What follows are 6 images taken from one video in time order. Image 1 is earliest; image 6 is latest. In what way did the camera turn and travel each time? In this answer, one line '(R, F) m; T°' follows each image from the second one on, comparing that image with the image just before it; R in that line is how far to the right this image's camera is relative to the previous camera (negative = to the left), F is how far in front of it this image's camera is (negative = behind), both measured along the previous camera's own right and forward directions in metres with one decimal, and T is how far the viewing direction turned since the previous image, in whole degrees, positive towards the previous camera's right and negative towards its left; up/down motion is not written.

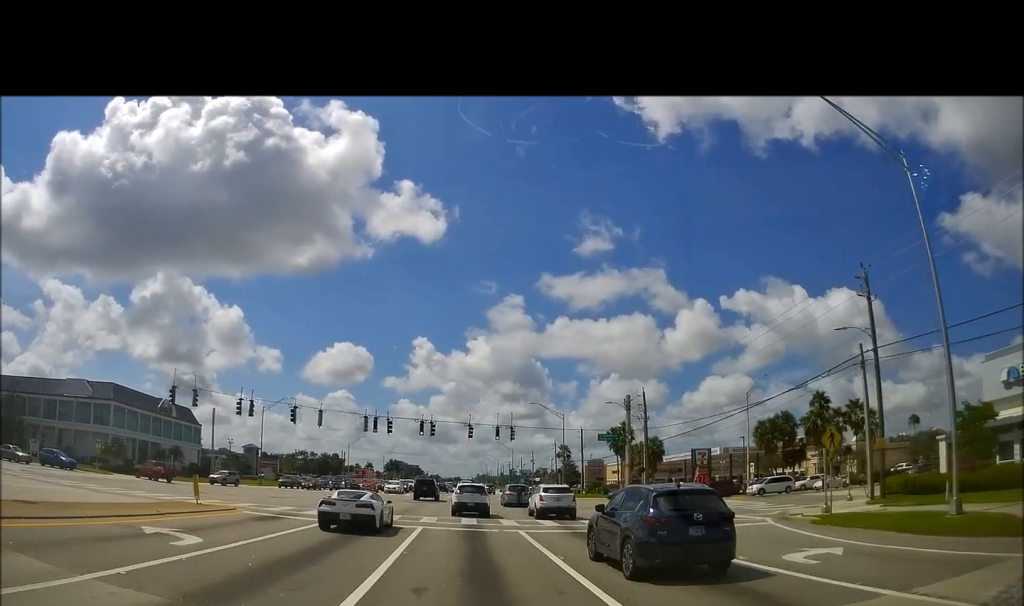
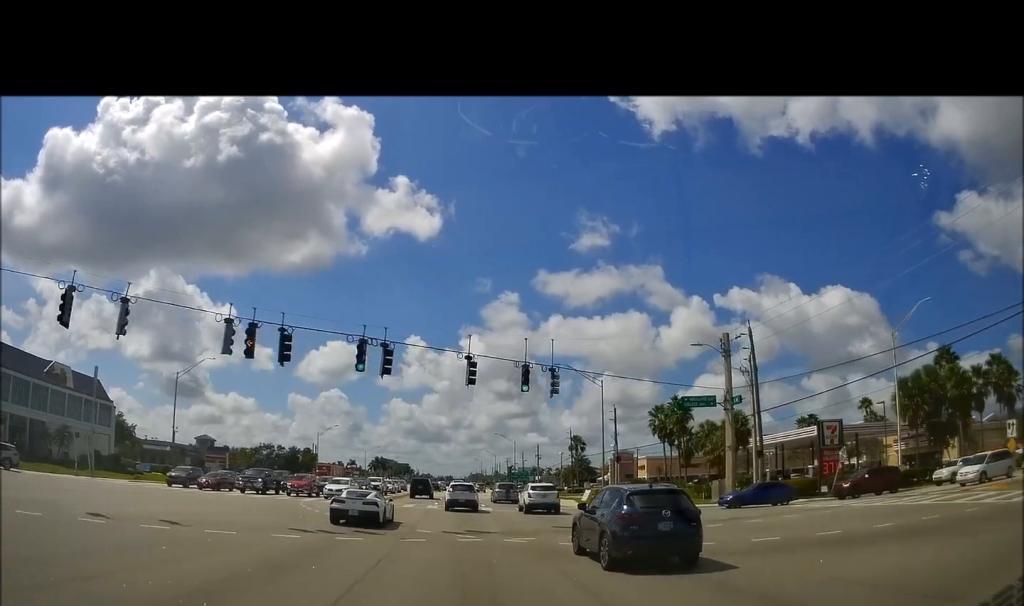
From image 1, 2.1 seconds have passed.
(-0.7, +26.2) m; -2°
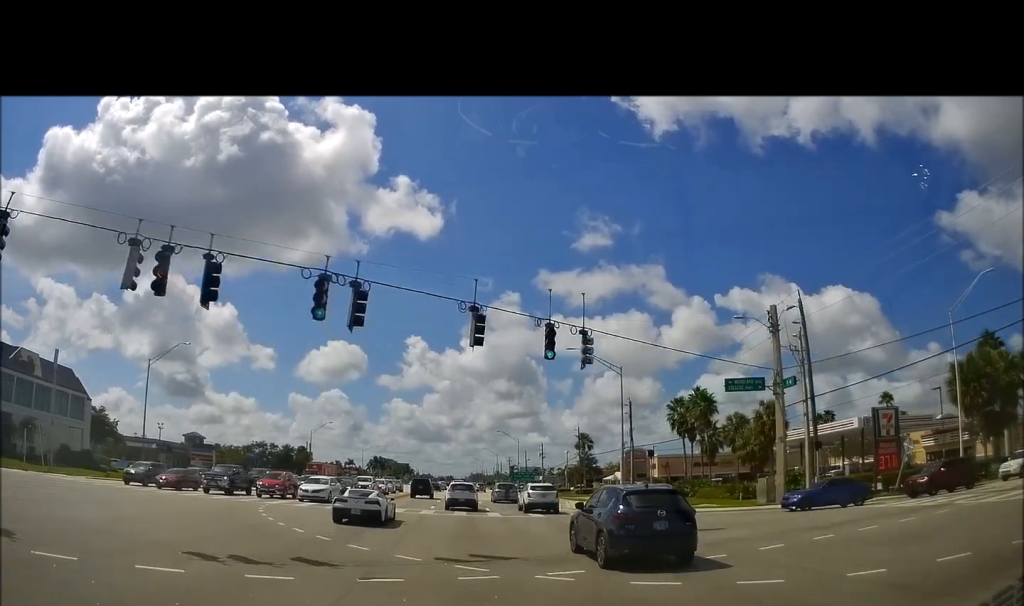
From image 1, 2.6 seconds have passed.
(+0.2, +6.4) m; 0°
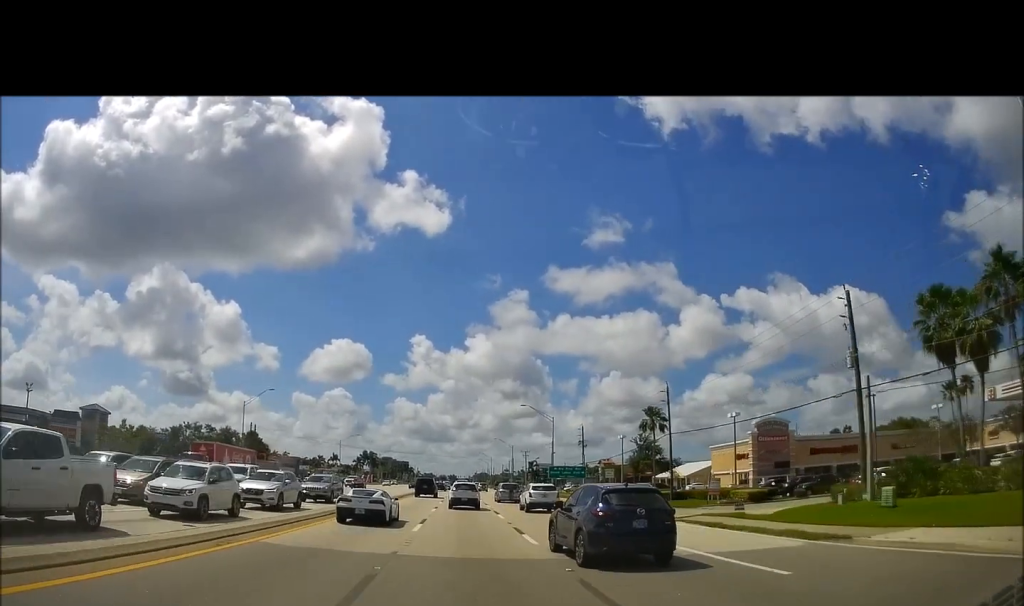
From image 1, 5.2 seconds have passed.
(+0.5, +41.6) m; +2°
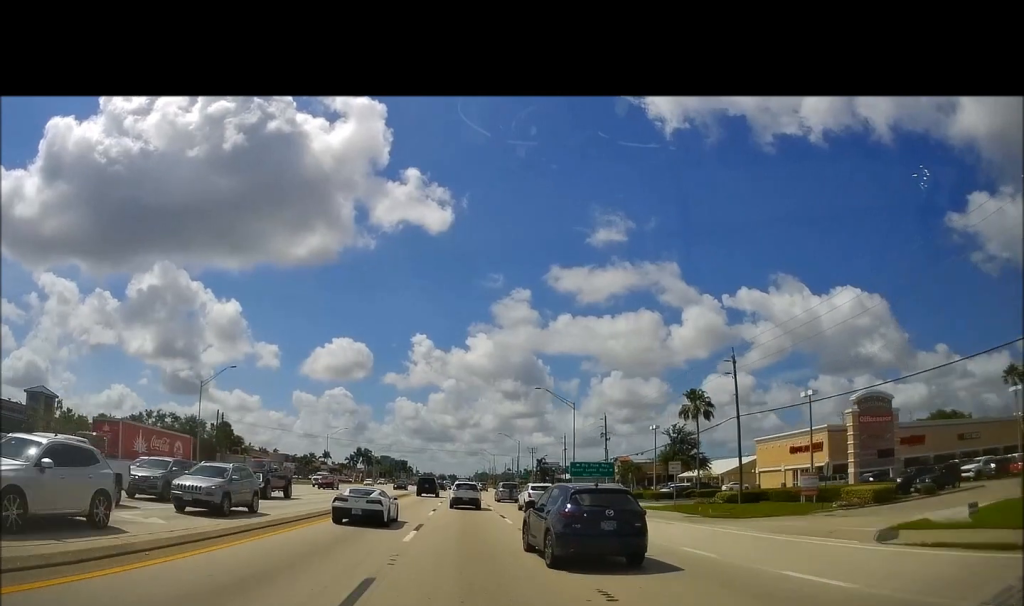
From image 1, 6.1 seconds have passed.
(0.0, +15.7) m; 0°
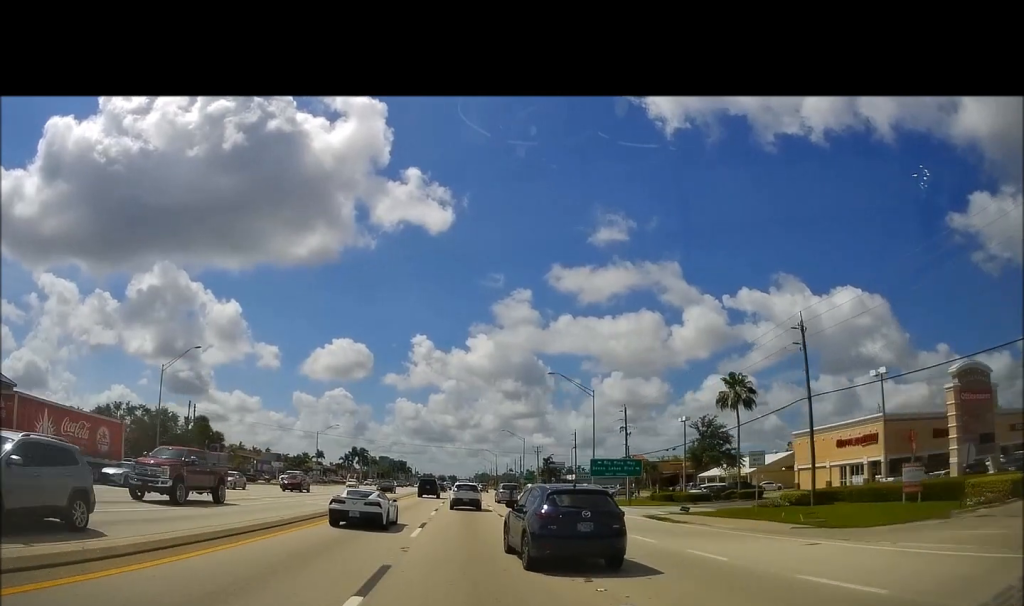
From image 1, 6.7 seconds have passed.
(0.0, +10.6) m; 0°
